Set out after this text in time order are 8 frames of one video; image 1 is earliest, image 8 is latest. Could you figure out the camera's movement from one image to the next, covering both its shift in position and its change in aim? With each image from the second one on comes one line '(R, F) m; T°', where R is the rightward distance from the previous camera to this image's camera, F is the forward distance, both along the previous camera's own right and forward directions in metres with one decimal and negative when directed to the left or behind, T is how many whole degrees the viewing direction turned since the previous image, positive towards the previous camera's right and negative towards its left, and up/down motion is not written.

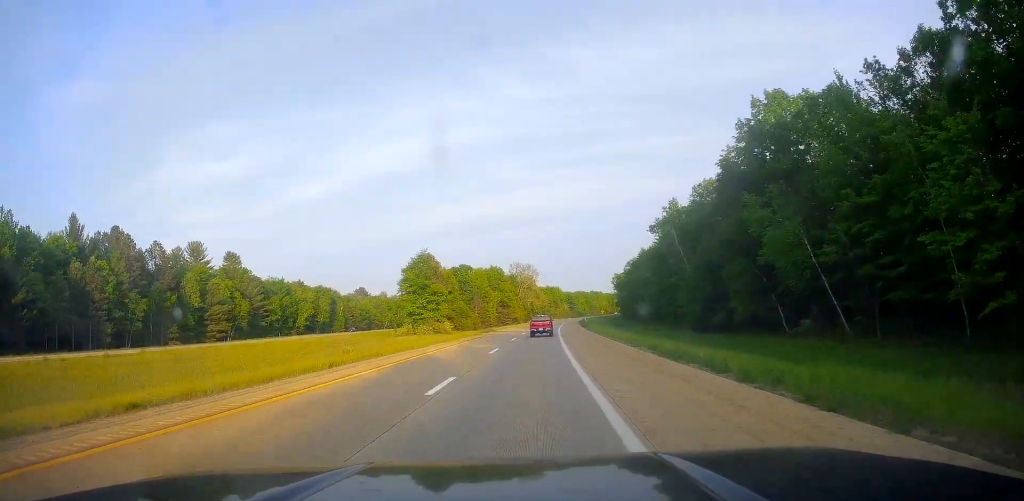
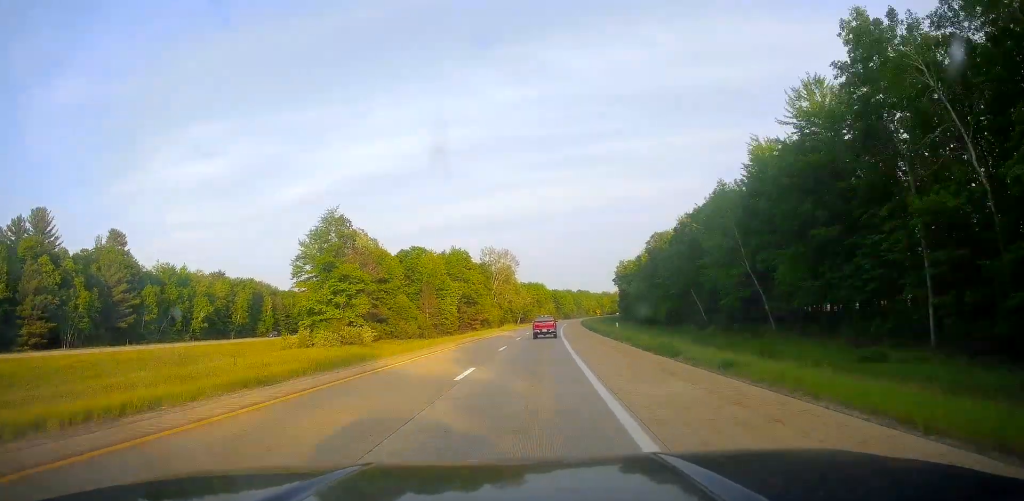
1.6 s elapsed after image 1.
(+0.7, +57.7) m; +2°
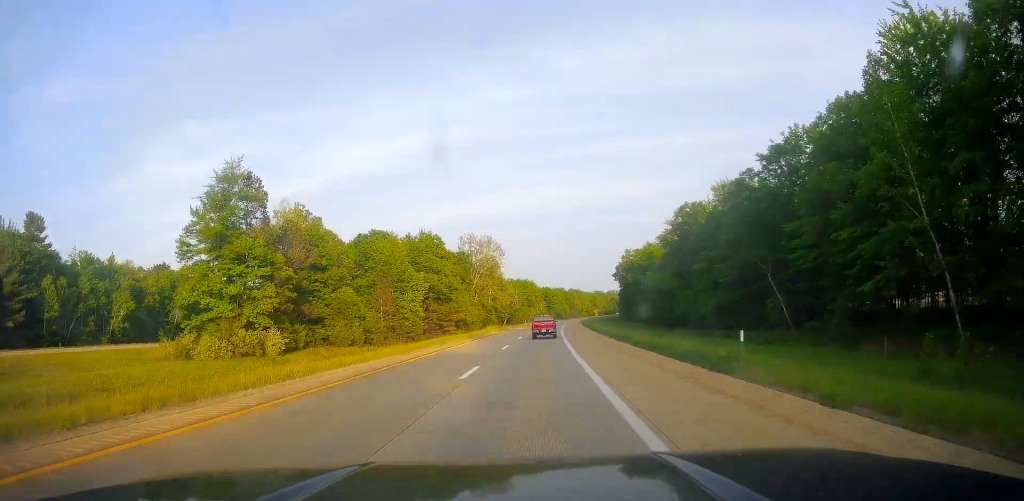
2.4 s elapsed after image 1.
(+0.5, +30.0) m; +1°
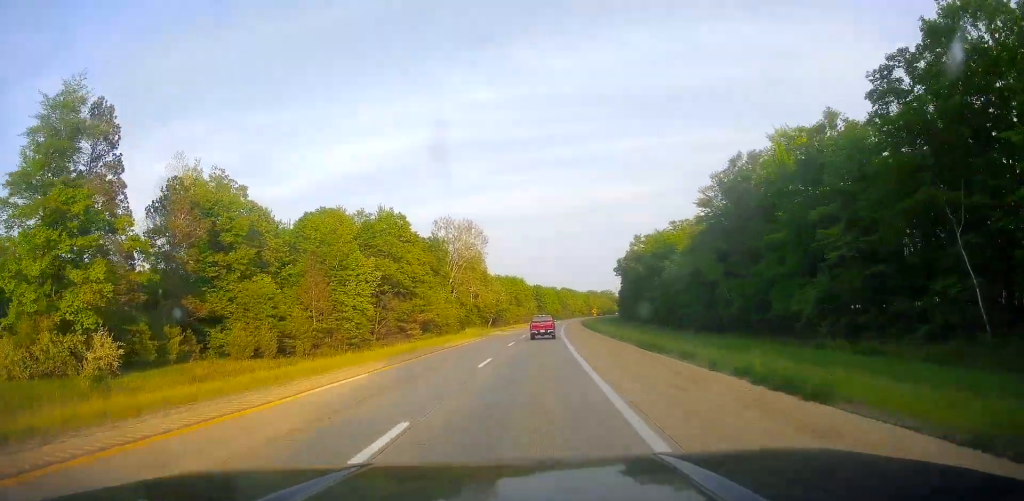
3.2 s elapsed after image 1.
(+0.2, +26.5) m; +1°
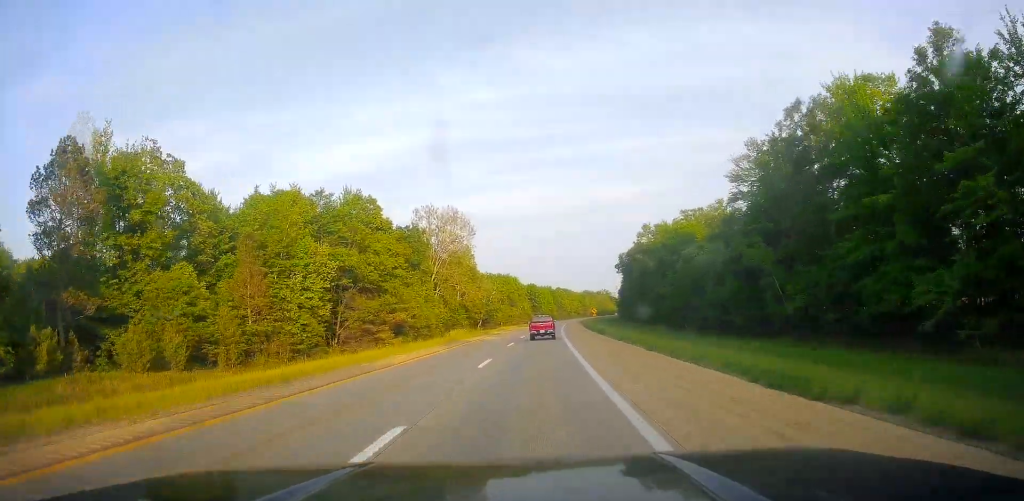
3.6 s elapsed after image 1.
(-0.1, +15.6) m; +1°
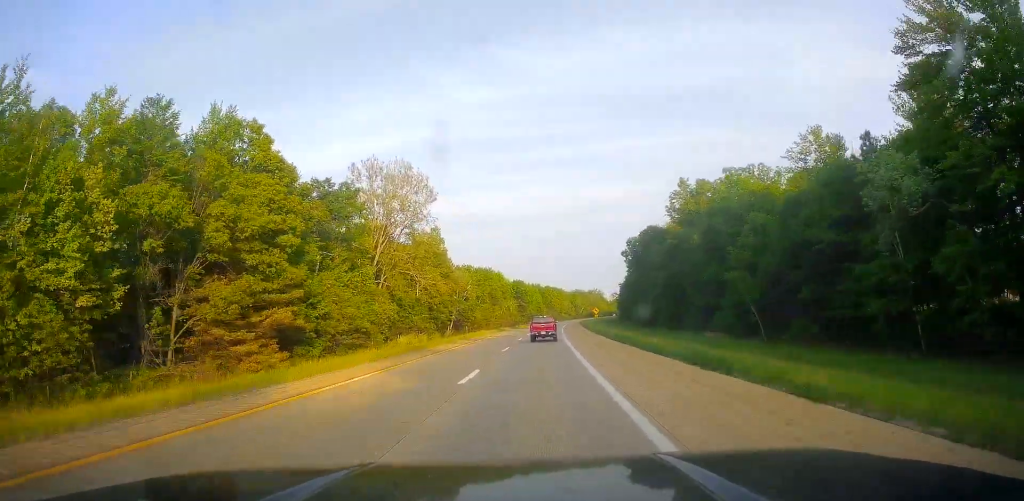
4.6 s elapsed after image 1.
(+0.6, +35.0) m; +1°
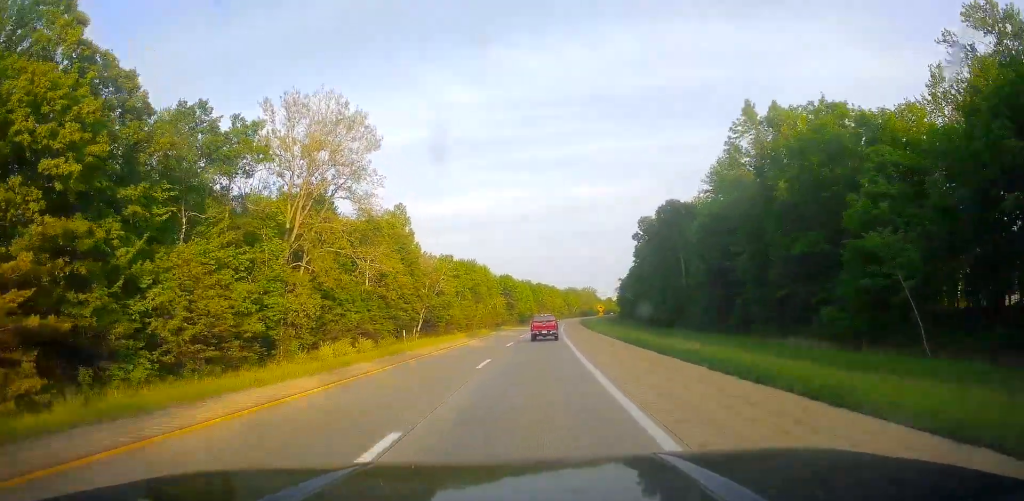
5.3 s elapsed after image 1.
(0.0, +26.4) m; +1°
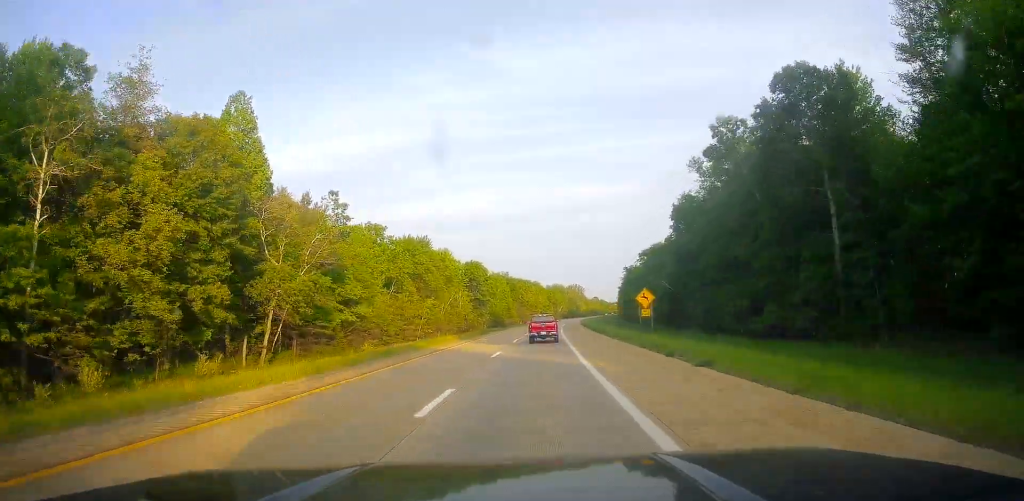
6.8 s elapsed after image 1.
(+0.8, +55.2) m; +2°
